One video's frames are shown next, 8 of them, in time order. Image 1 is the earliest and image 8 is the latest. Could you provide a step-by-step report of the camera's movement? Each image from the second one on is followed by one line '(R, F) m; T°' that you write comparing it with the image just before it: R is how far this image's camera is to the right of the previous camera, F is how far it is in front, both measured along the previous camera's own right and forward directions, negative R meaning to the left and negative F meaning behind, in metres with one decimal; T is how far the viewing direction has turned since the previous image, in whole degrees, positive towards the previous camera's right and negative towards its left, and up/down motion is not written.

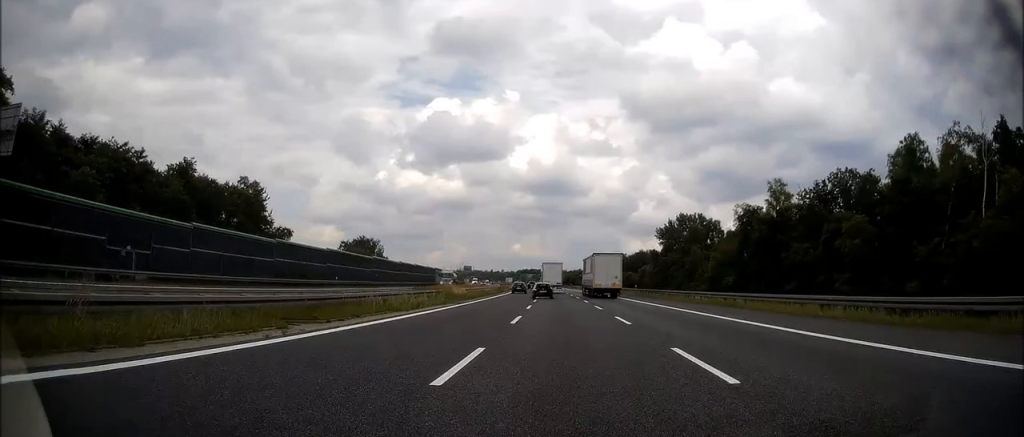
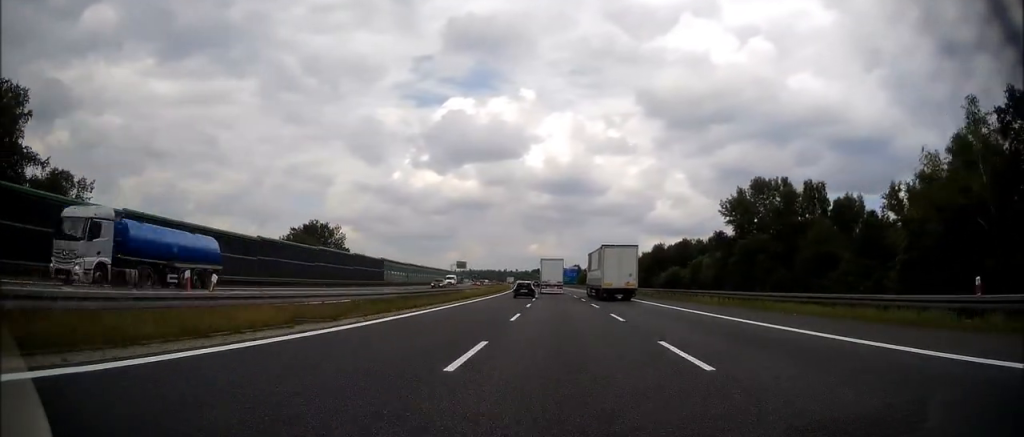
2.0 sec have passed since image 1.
(-0.9, +59.1) m; -2°
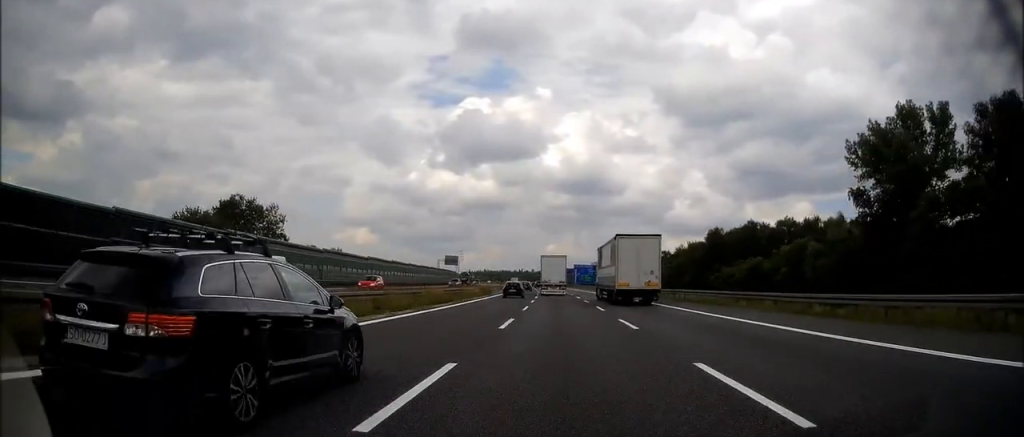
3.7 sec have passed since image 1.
(-0.8, +52.0) m; -2°
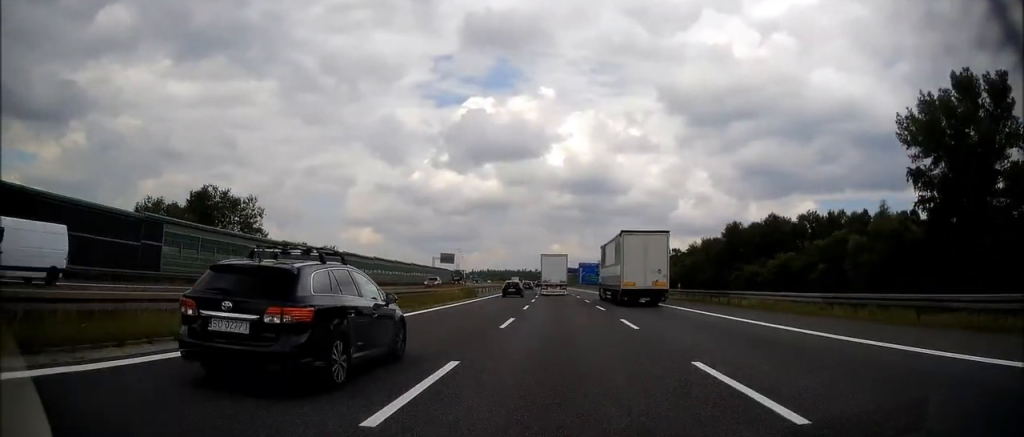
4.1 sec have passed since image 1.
(0.0, +12.0) m; 0°
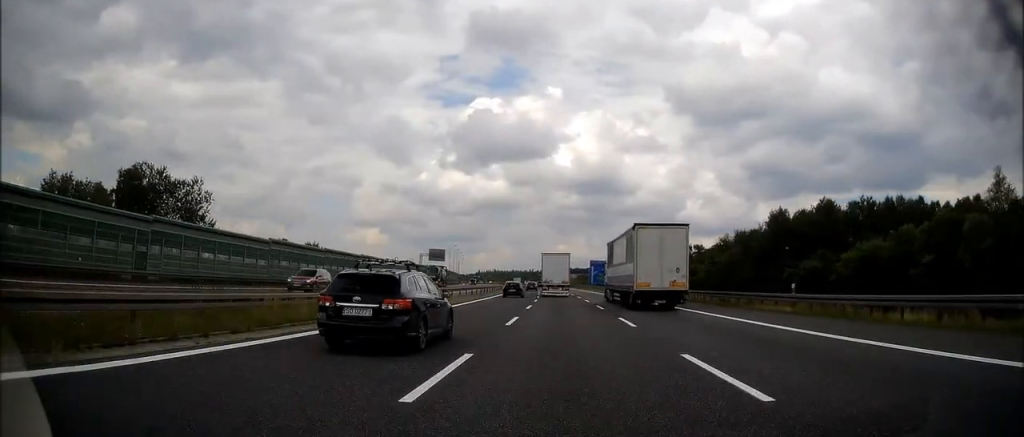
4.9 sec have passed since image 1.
(-0.3, +22.9) m; -1°
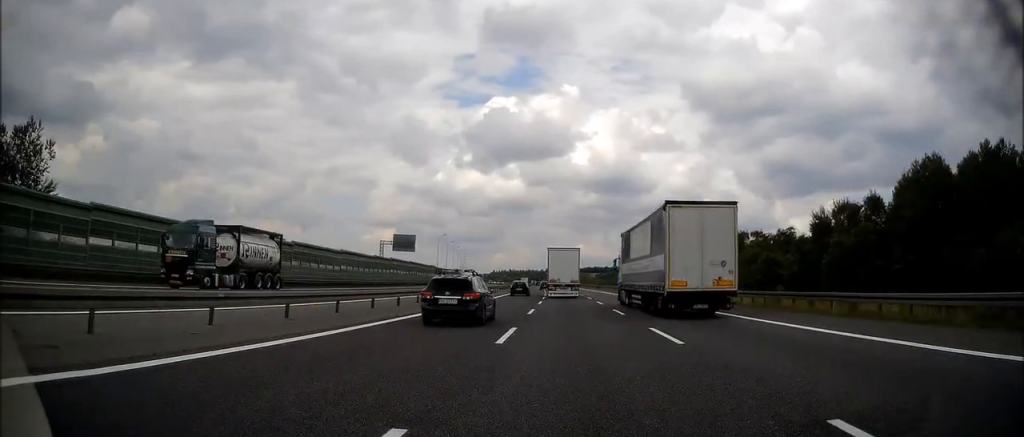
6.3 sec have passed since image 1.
(-0.7, +42.0) m; -2°
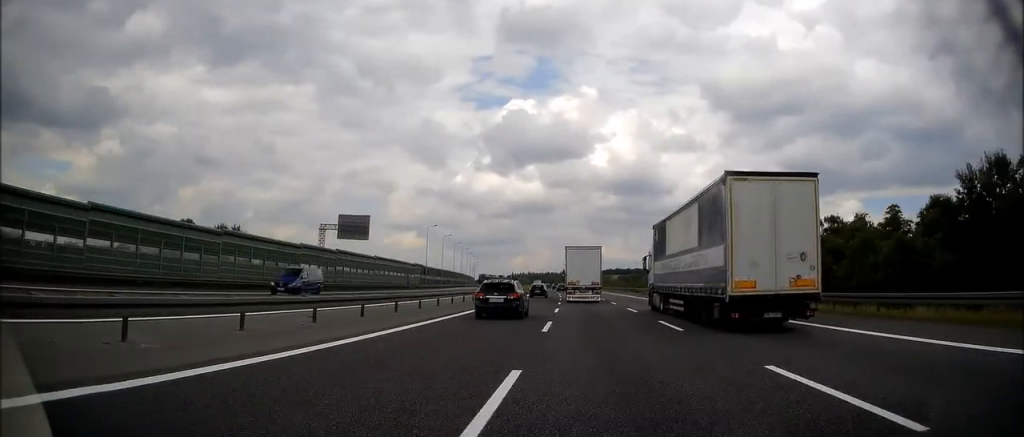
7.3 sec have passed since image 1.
(-0.6, +32.3) m; -1°
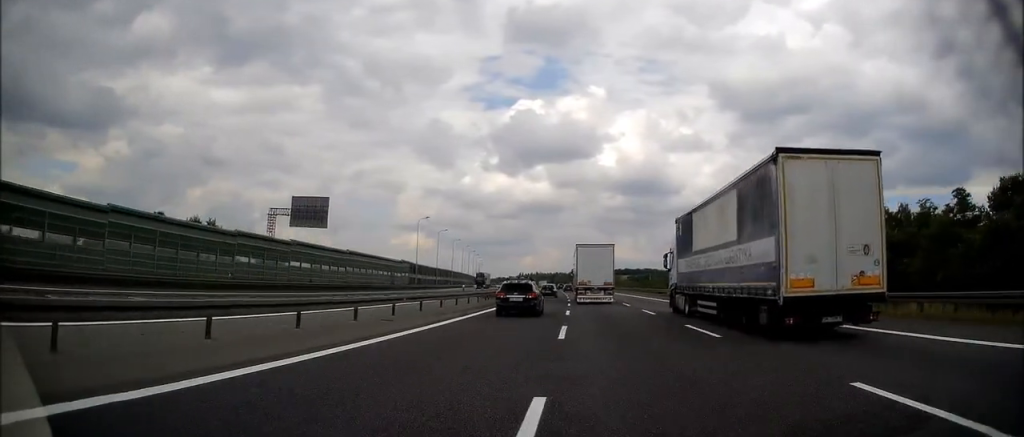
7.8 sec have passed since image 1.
(+0.1, +14.2) m; 0°
